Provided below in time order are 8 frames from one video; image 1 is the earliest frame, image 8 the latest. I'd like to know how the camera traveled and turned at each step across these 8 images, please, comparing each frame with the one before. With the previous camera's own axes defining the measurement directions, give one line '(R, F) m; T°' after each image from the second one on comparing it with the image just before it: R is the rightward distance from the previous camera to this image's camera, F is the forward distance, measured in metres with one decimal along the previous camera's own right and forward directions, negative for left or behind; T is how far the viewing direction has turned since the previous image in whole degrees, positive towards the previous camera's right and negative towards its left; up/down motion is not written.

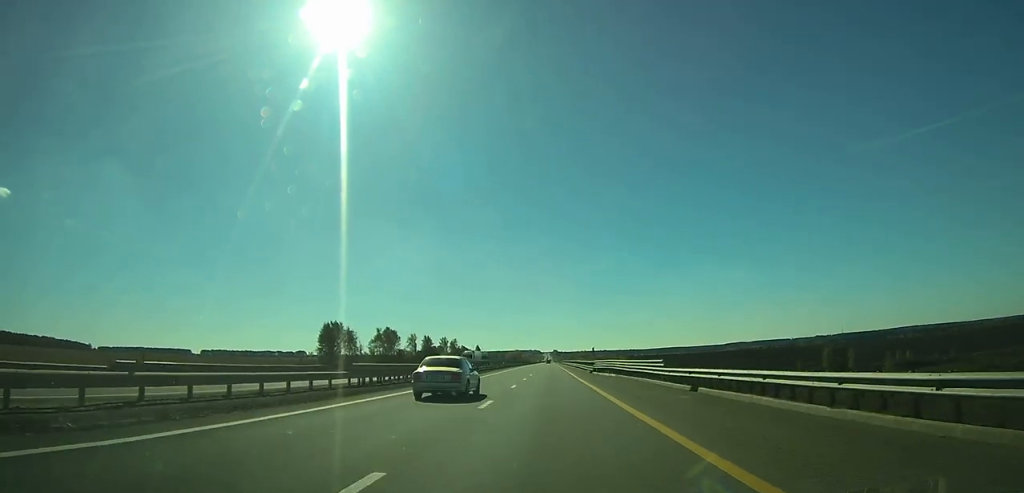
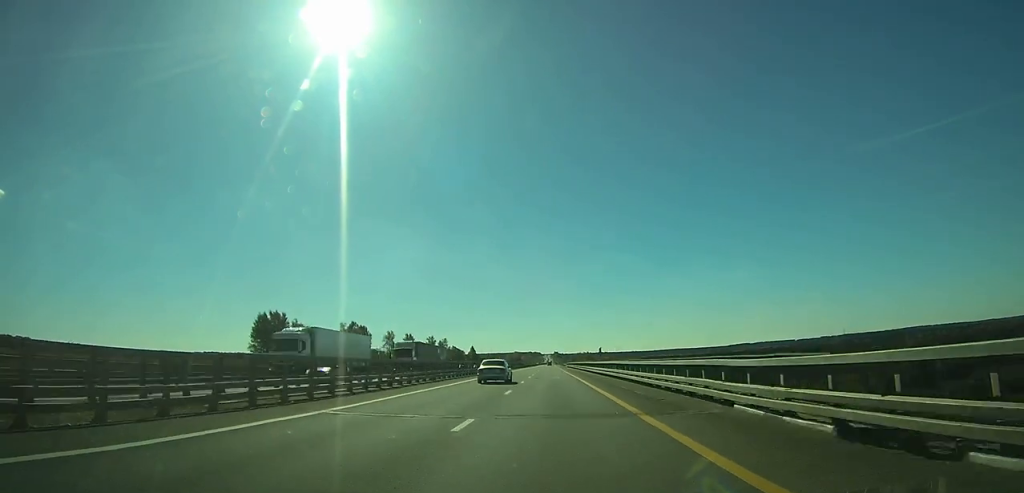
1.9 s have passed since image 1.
(+0.1, +52.8) m; 0°
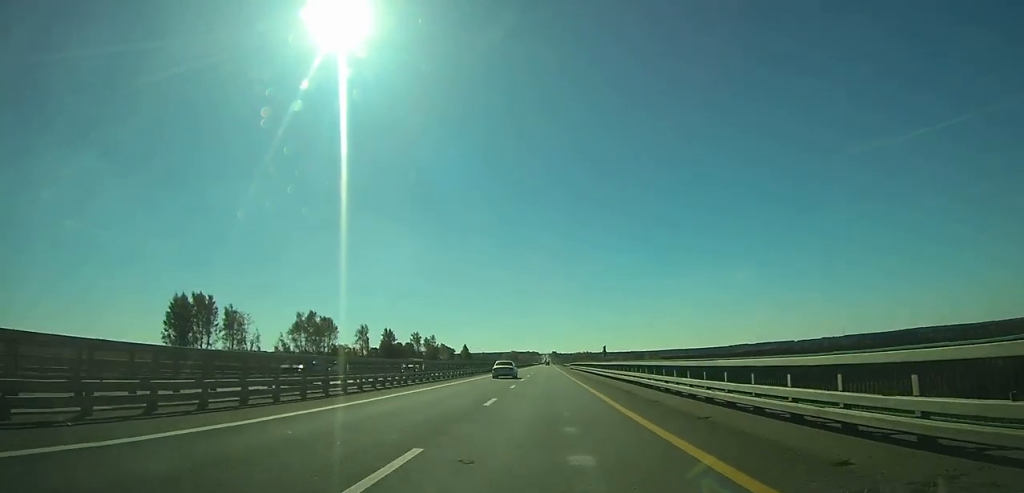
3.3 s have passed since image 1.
(+0.1, +41.4) m; 0°
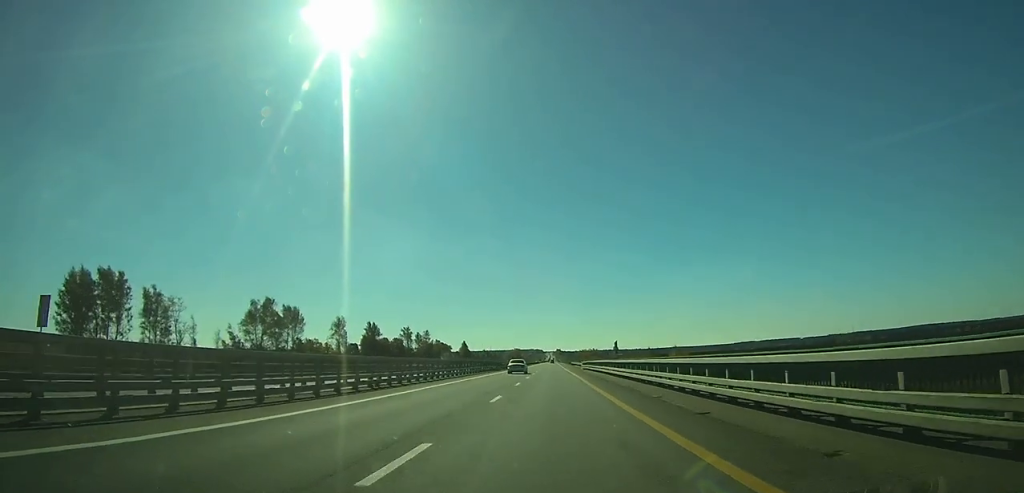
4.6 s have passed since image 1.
(0.0, +35.6) m; 0°
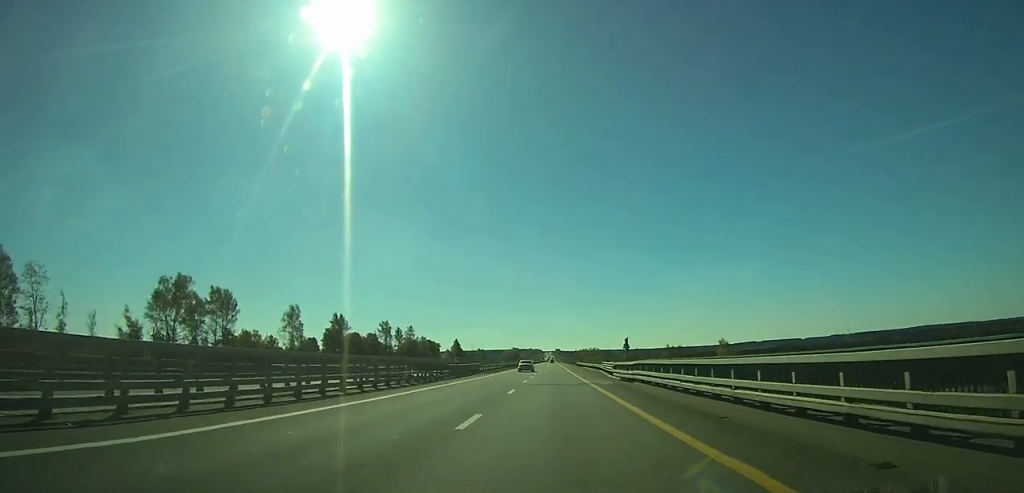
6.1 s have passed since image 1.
(-0.1, +43.0) m; 0°
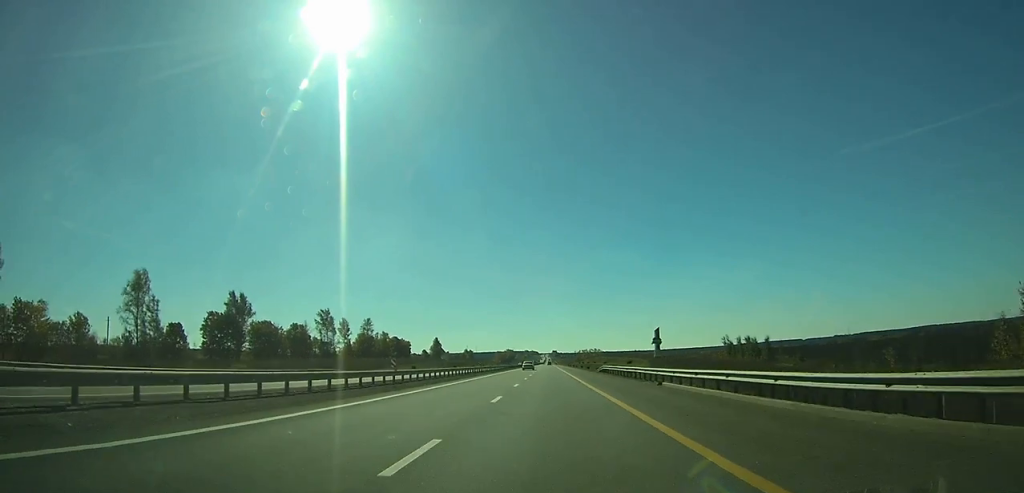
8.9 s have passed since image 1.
(0.0, +76.4) m; 0°
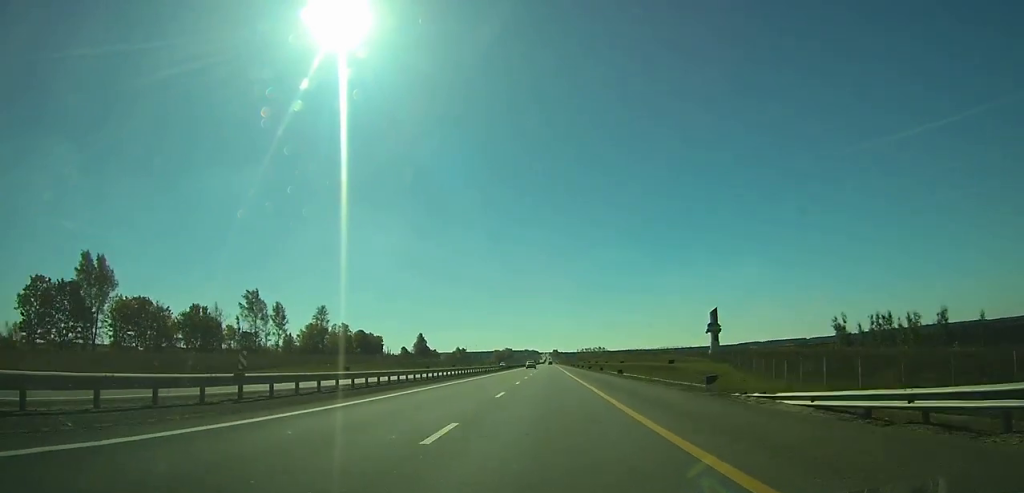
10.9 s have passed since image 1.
(0.0, +57.6) m; 0°
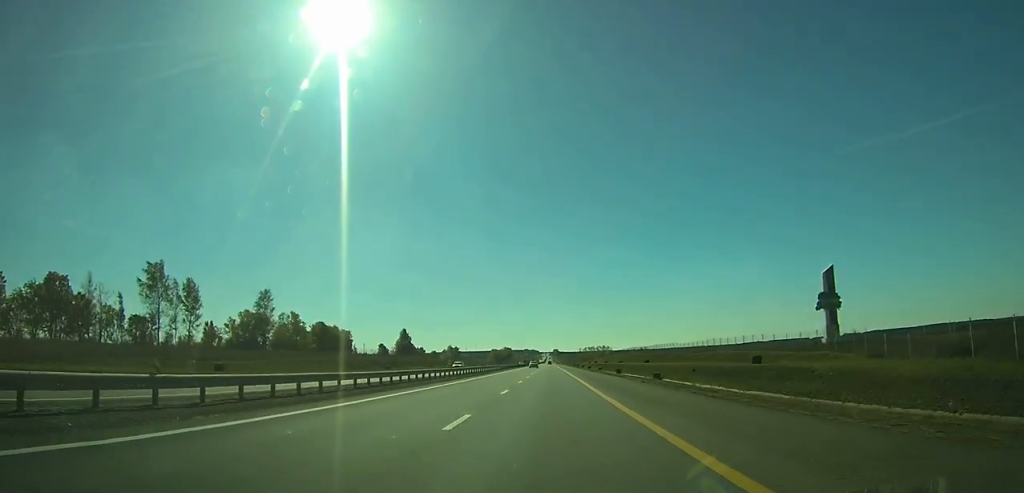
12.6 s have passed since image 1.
(0.0, +46.3) m; 0°
